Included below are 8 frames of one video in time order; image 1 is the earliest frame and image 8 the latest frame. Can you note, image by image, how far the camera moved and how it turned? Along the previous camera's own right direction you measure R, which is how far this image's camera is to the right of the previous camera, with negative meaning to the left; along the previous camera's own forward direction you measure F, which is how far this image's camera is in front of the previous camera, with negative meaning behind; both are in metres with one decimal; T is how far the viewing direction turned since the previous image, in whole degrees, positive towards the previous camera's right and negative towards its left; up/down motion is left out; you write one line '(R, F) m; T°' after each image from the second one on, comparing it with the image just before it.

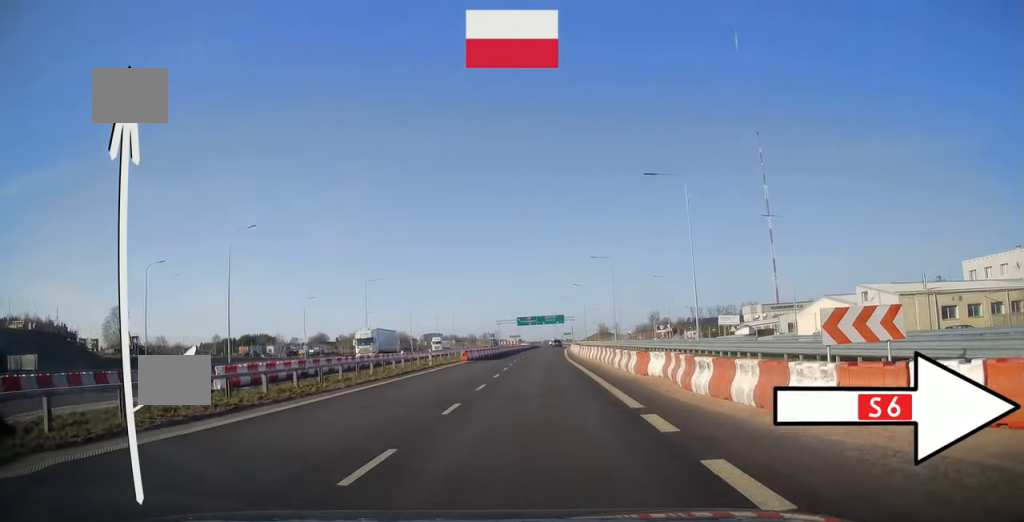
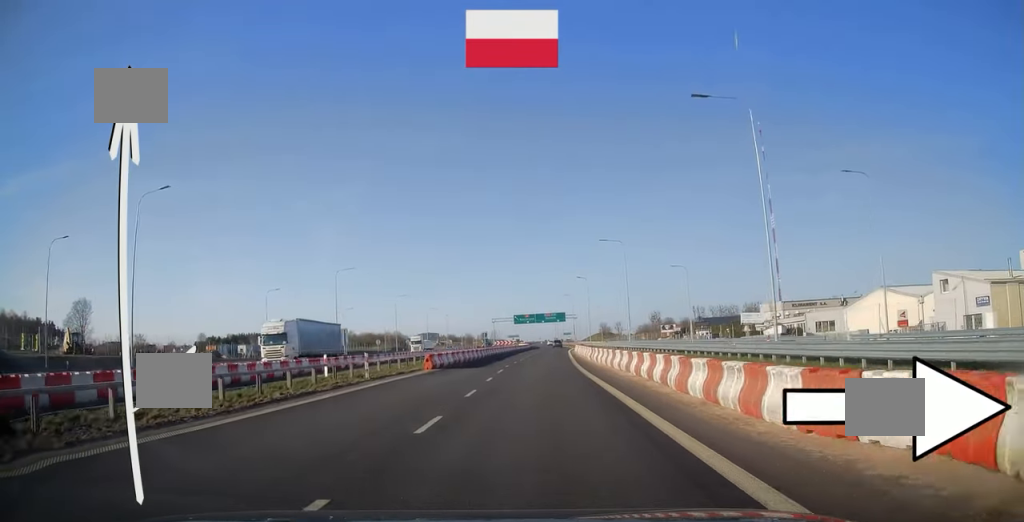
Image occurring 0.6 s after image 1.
(0.0, +13.9) m; 0°
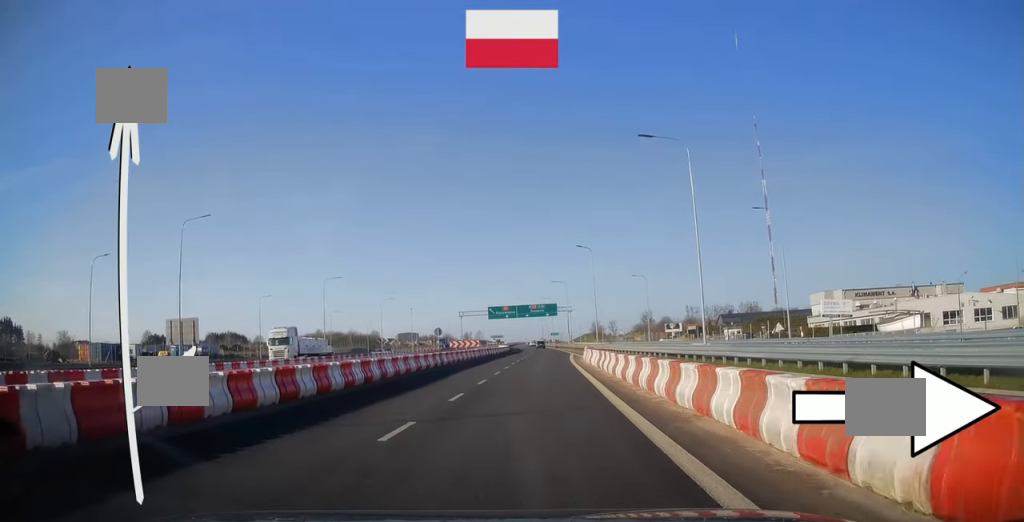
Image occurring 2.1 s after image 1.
(+0.4, +35.4) m; +1°
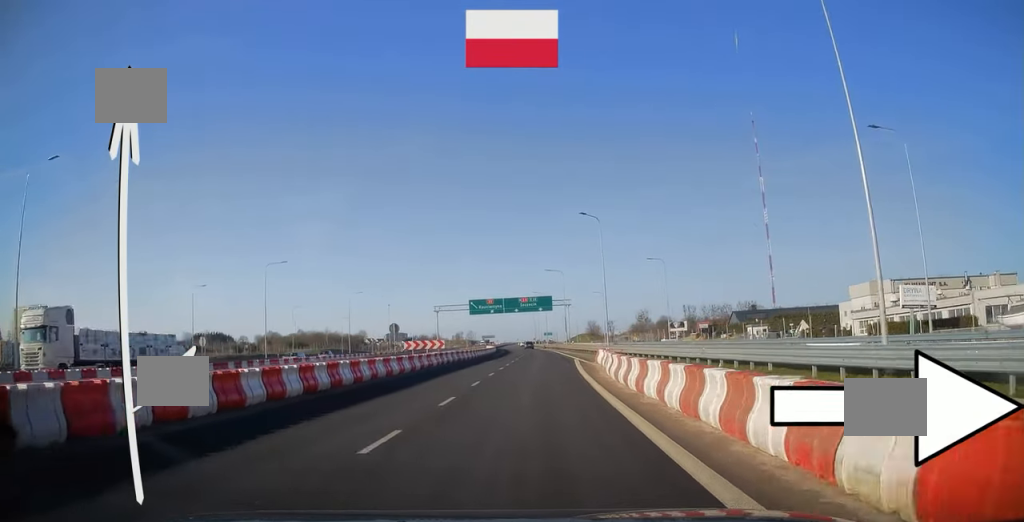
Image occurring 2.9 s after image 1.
(-0.1, +18.1) m; +1°
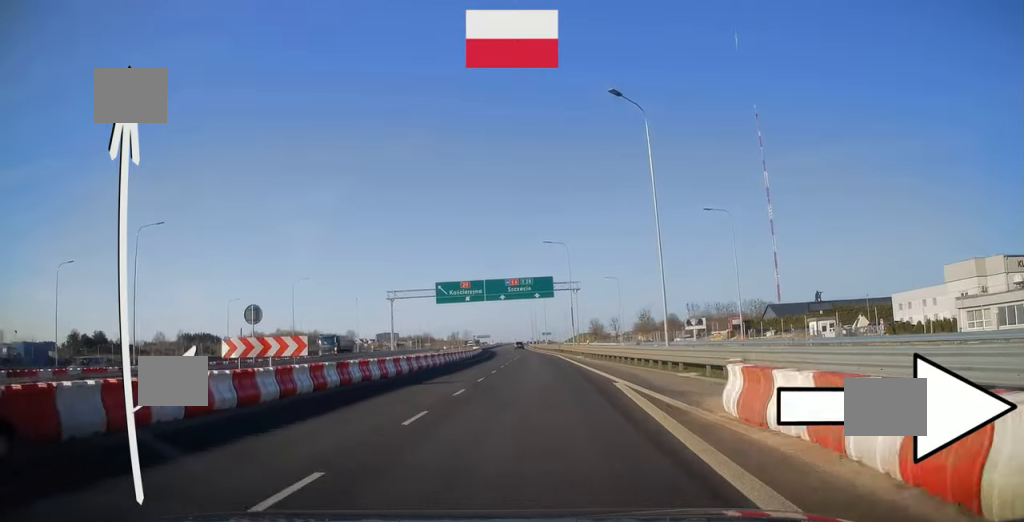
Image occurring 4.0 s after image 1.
(+0.3, +25.9) m; 0°
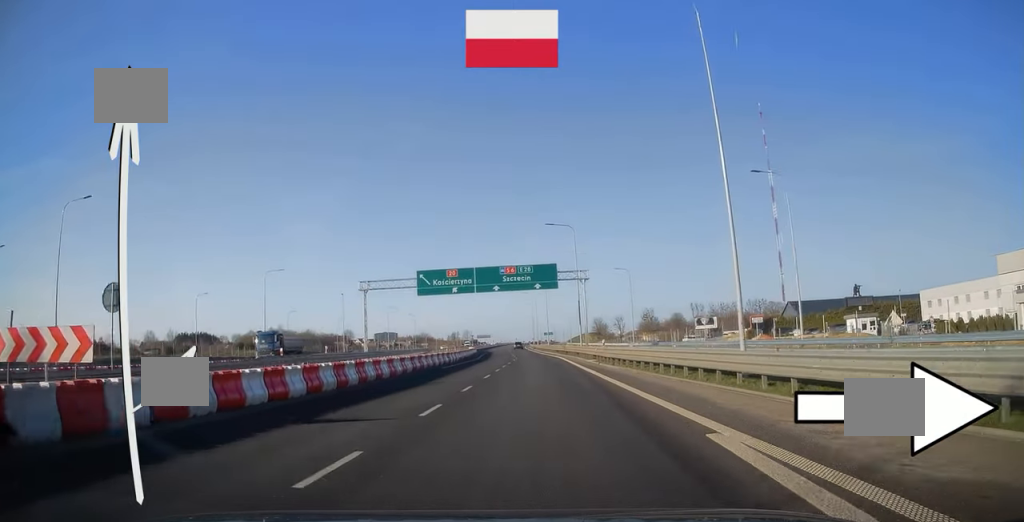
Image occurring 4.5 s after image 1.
(-0.1, +10.2) m; 0°
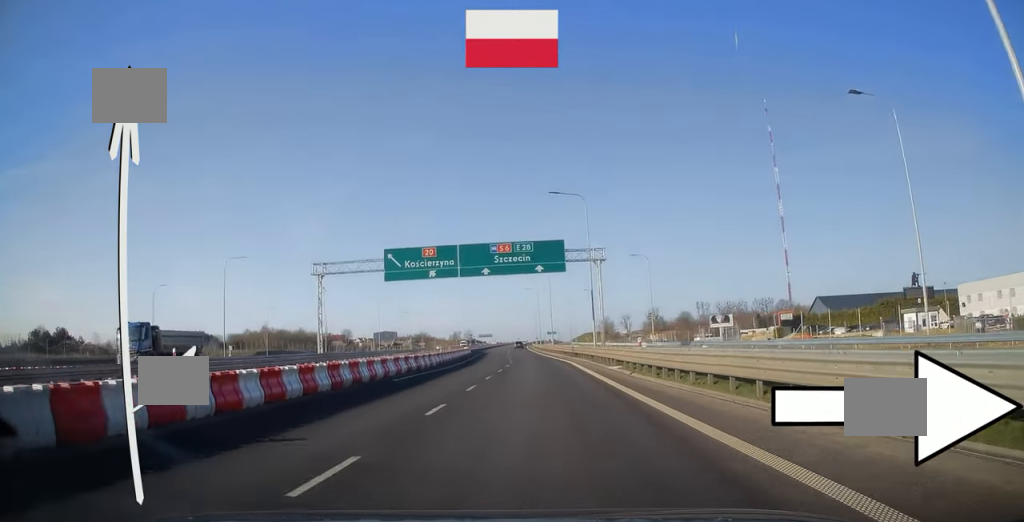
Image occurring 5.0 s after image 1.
(0.0, +11.8) m; -1°
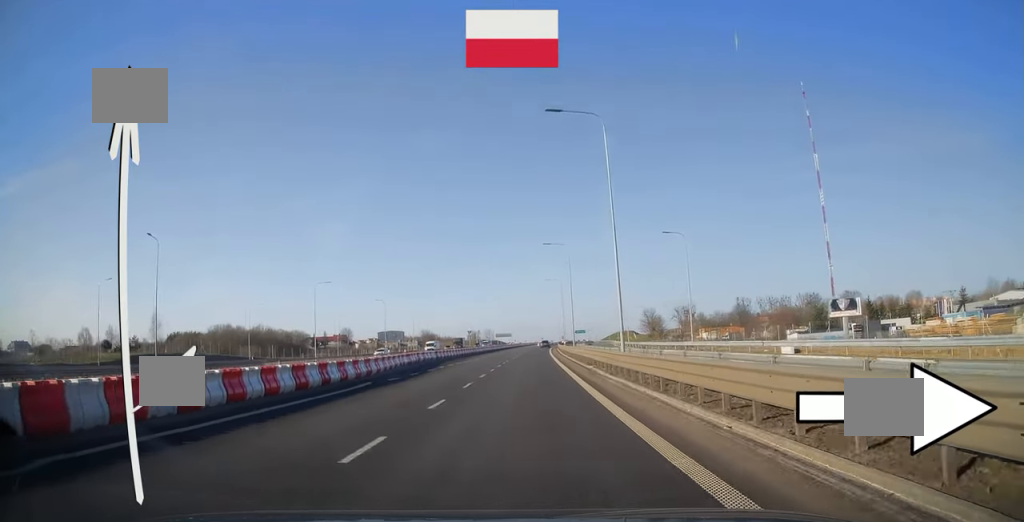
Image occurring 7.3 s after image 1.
(-0.9, +57.0) m; -1°
